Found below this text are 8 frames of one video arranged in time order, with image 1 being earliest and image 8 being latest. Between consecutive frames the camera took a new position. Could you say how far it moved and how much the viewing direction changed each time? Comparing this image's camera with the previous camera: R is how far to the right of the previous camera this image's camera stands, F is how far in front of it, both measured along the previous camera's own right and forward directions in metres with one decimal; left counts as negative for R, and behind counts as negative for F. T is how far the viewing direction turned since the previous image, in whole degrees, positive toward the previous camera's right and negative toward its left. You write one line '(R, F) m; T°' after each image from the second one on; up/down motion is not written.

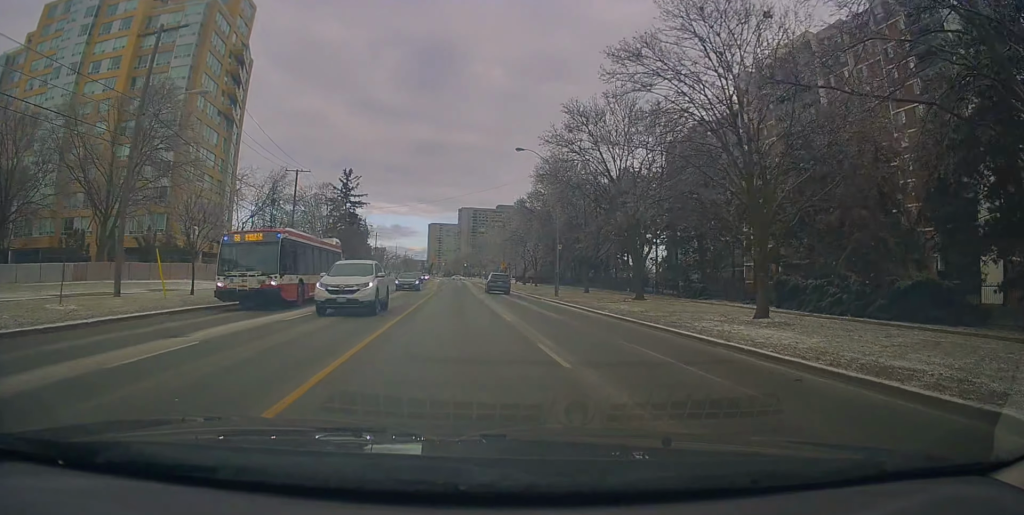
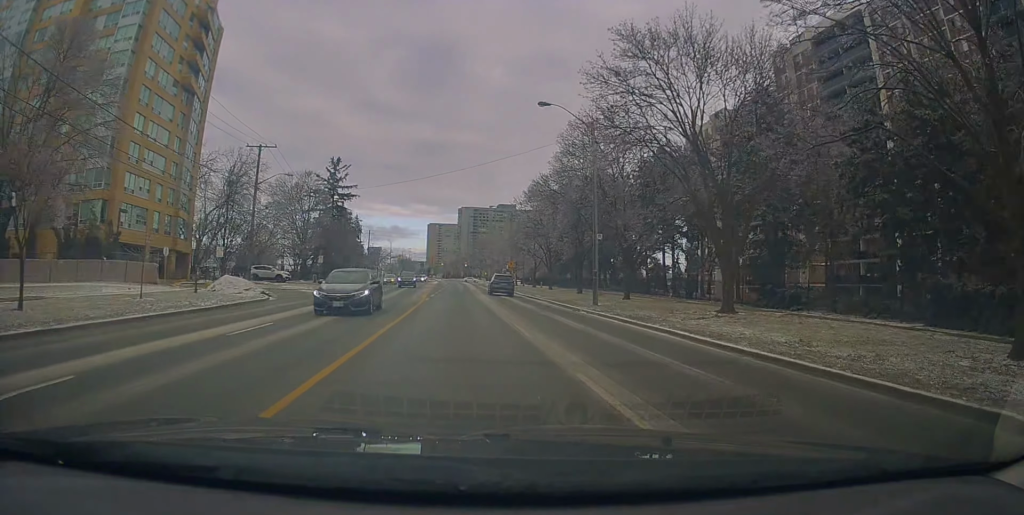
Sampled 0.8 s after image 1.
(+0.2, +12.0) m; 0°
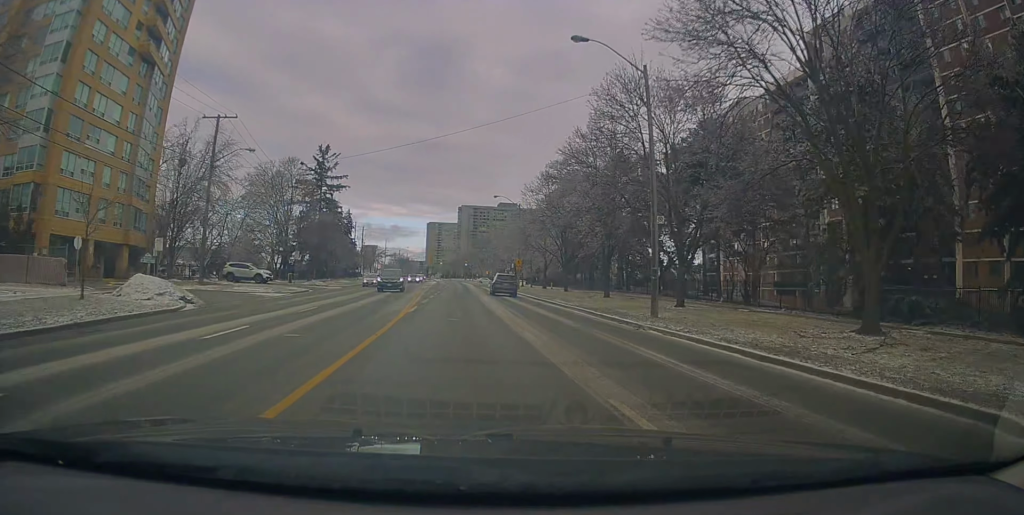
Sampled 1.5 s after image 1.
(0.0, +10.0) m; 0°
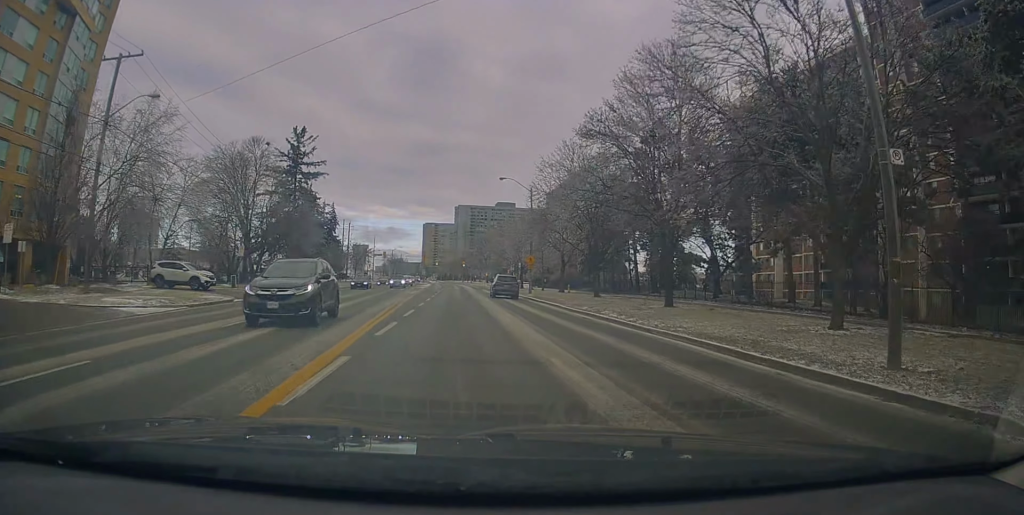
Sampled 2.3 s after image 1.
(-0.4, +13.4) m; 0°
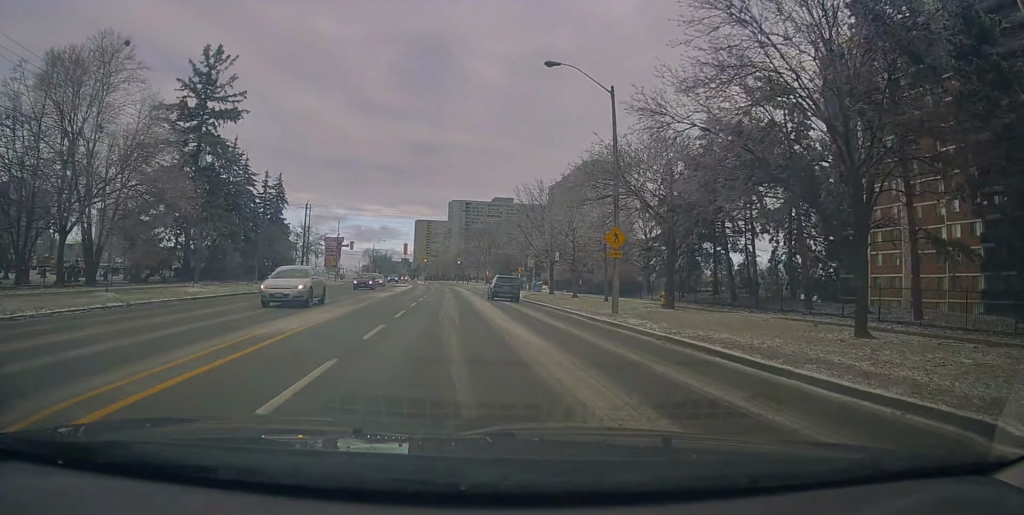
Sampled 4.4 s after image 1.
(-0.1, +31.5) m; +1°
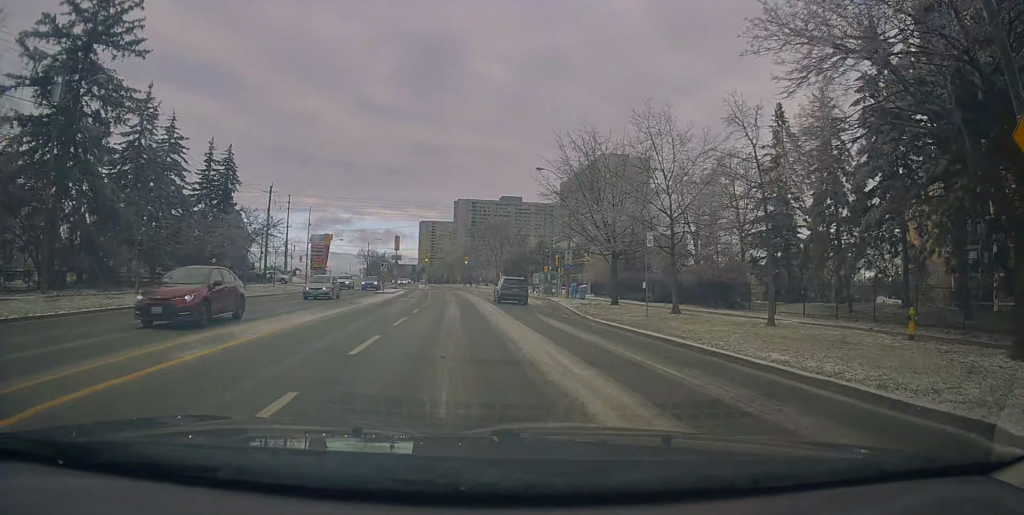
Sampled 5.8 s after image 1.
(+0.6, +20.0) m; -1°
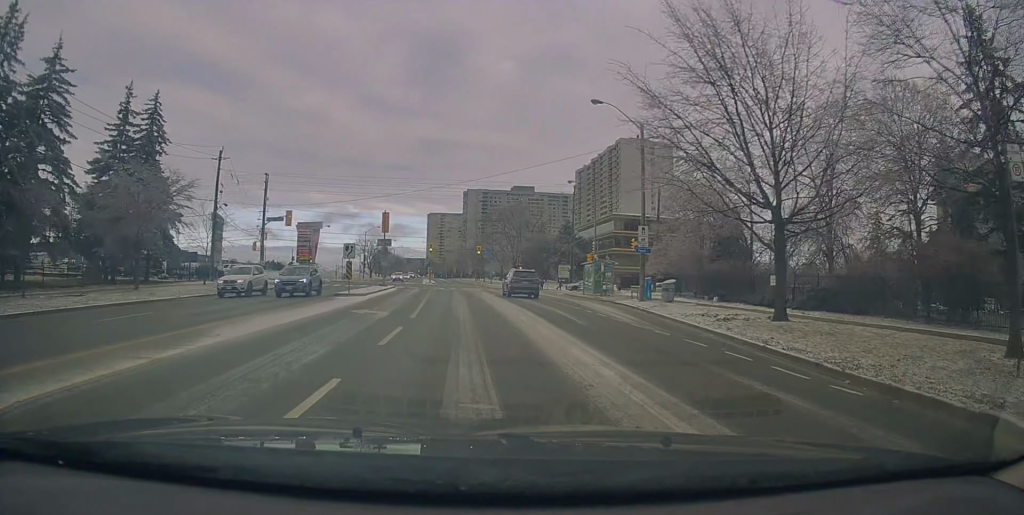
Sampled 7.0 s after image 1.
(-0.4, +18.5) m; -1°
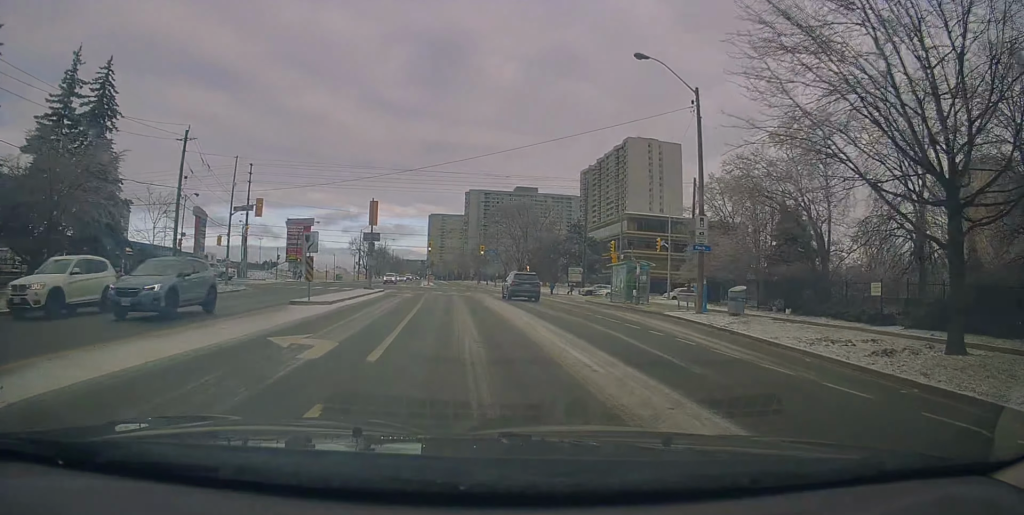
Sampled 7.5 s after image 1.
(+0.1, +7.7) m; 0°
